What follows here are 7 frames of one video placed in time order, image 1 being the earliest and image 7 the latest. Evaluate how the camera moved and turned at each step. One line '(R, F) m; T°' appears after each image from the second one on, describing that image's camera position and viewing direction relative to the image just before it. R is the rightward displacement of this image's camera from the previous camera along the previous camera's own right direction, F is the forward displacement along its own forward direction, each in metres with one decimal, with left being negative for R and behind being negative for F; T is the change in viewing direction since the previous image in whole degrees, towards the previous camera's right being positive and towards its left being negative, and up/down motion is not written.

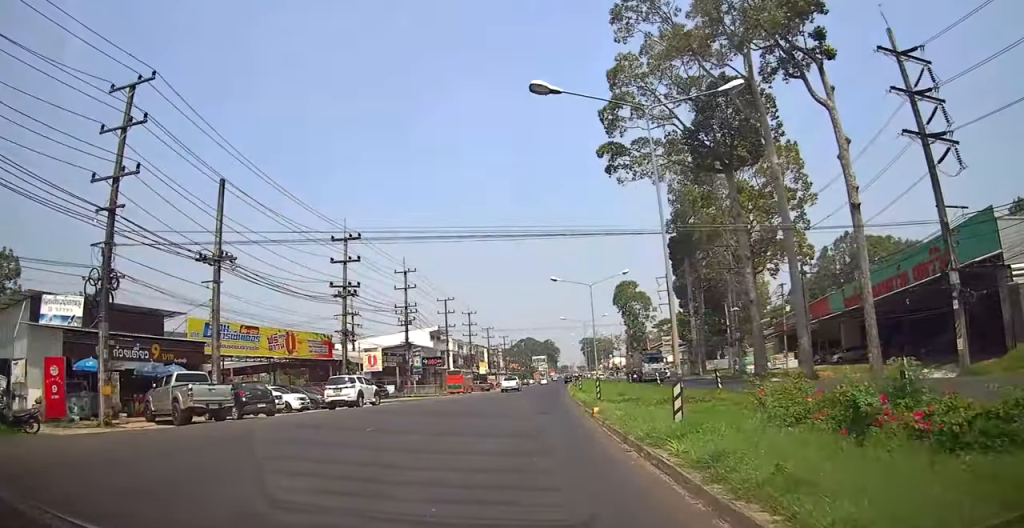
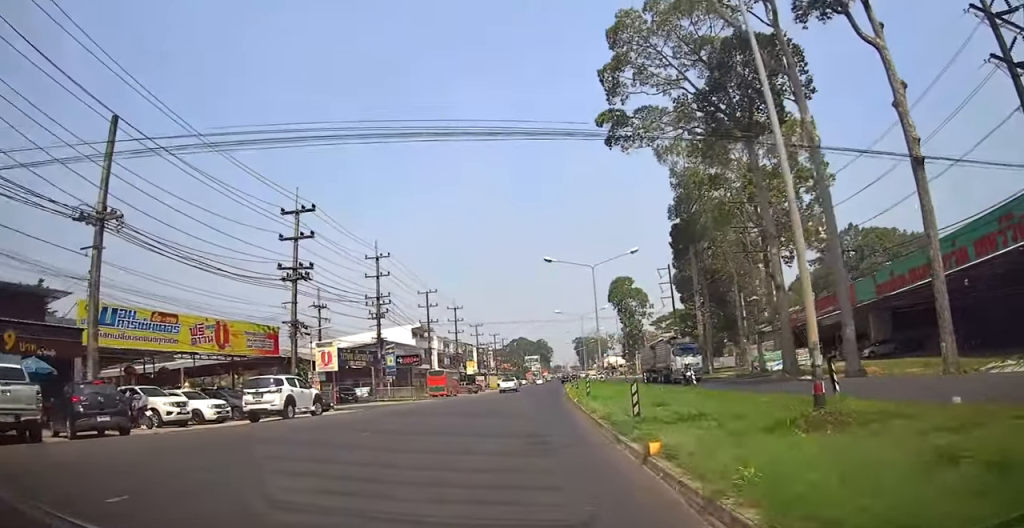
(+0.2, +8.0) m; +1°
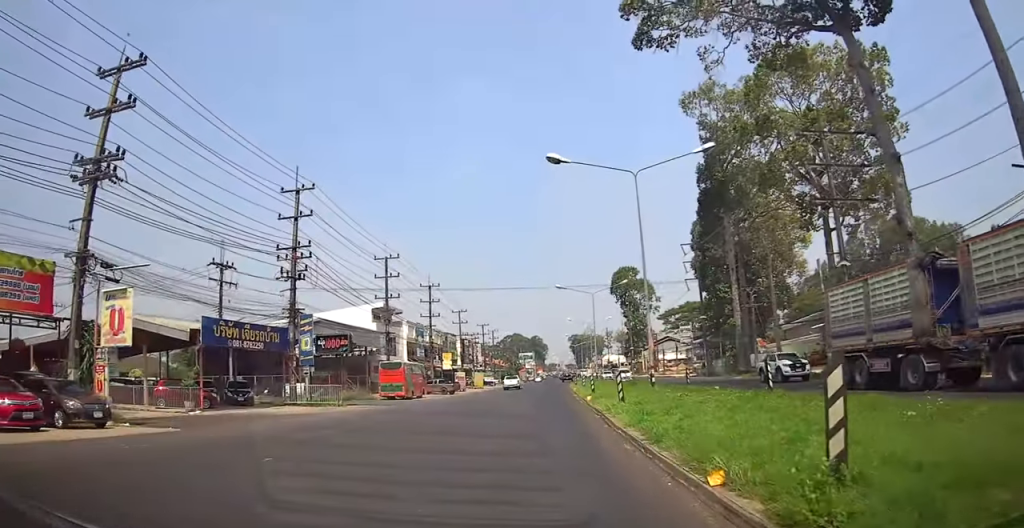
(+0.2, +18.3) m; +2°
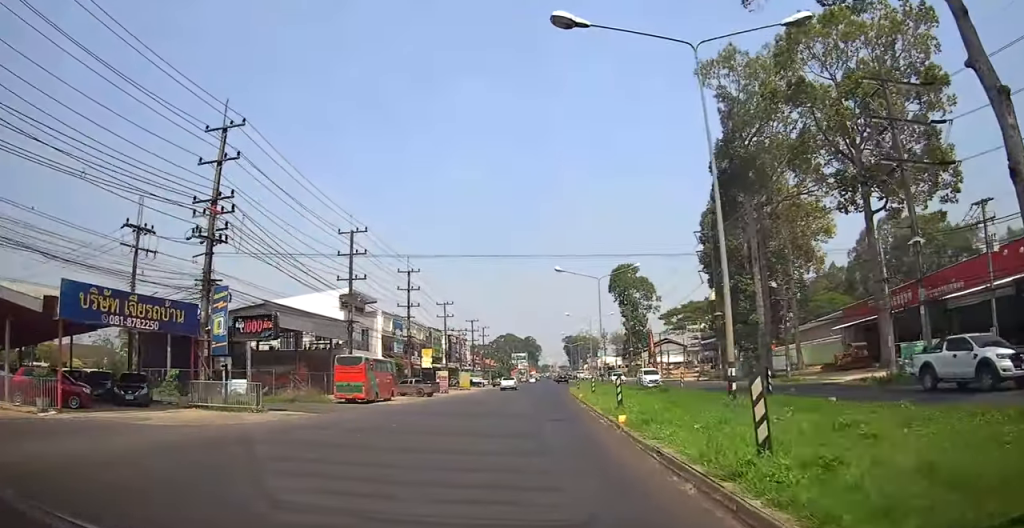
(+0.1, +9.2) m; +1°
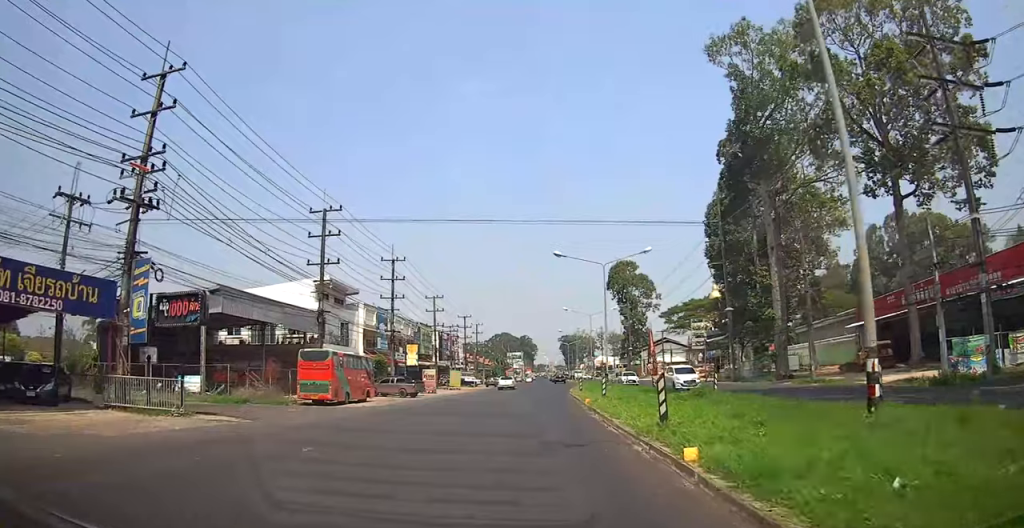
(+0.1, +5.5) m; 0°
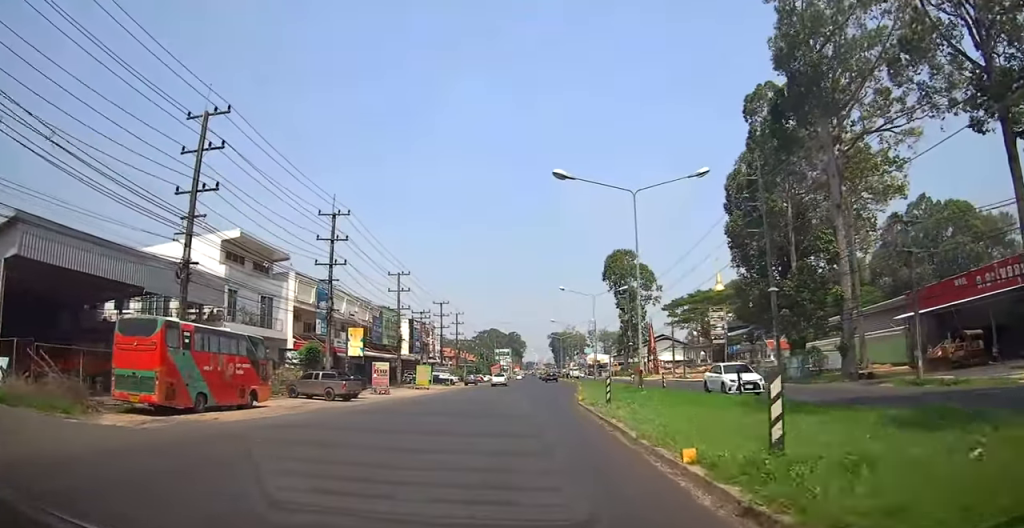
(0.0, +15.2) m; 0°
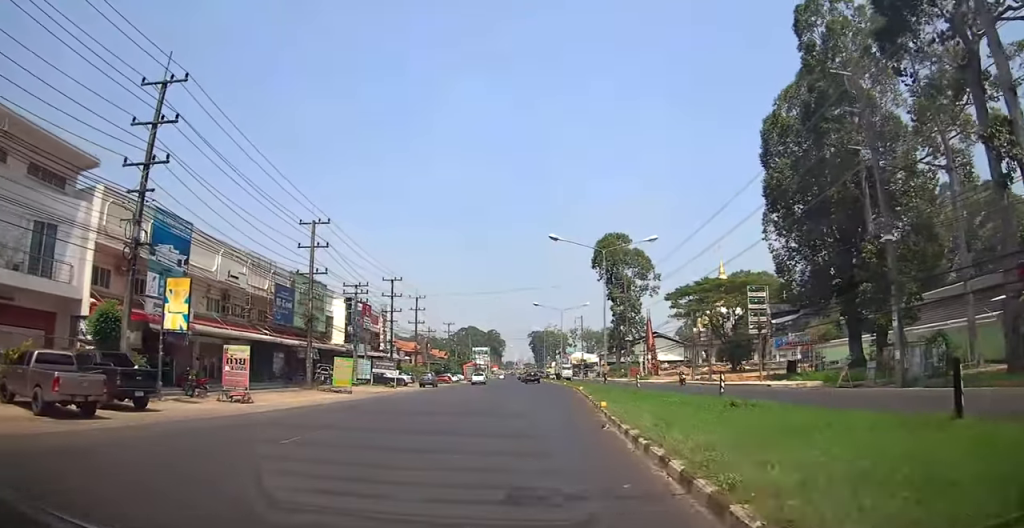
(+0.4, +20.6) m; +2°
